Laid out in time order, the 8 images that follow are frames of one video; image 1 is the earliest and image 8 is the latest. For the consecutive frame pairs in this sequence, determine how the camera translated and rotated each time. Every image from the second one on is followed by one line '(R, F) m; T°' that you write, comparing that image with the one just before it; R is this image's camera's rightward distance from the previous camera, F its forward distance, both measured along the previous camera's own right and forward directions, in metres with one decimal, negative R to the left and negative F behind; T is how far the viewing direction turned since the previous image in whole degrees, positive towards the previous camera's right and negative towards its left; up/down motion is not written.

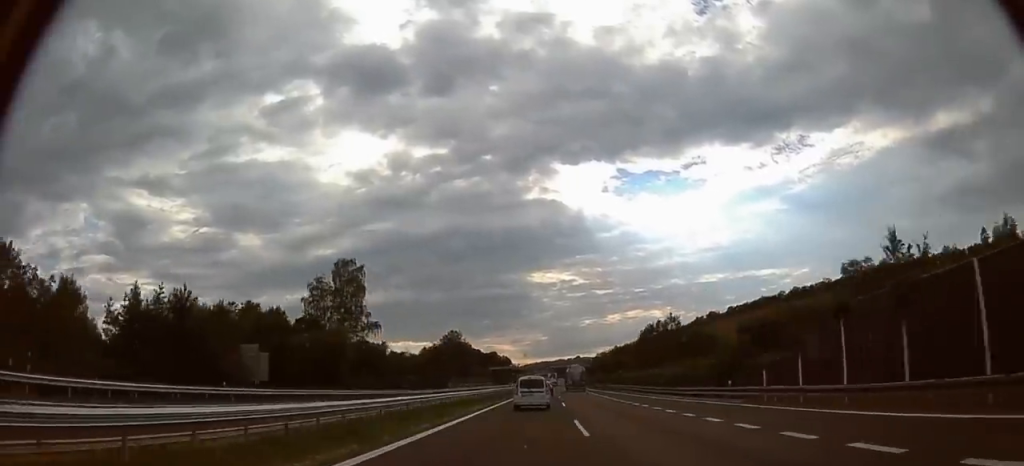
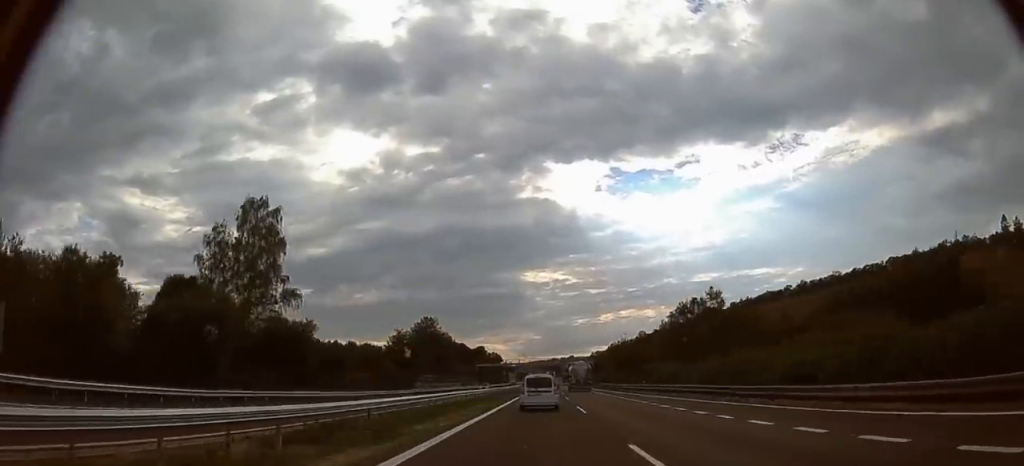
(+0.1, +26.3) m; +2°
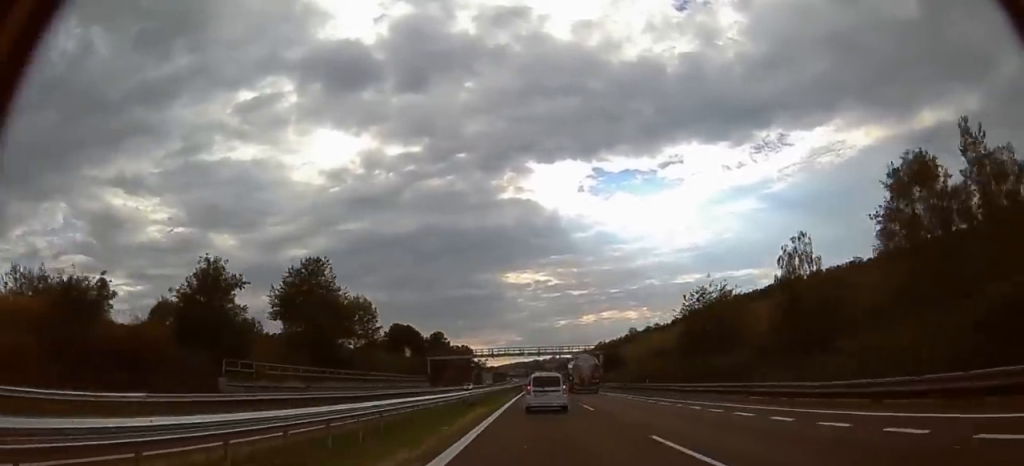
(+1.6, +46.9) m; +1°
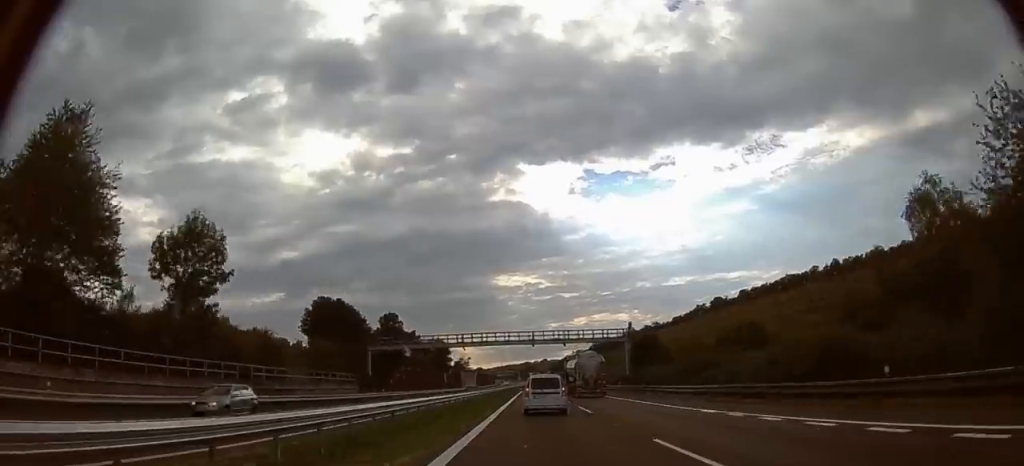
(-0.5, +29.0) m; -1°
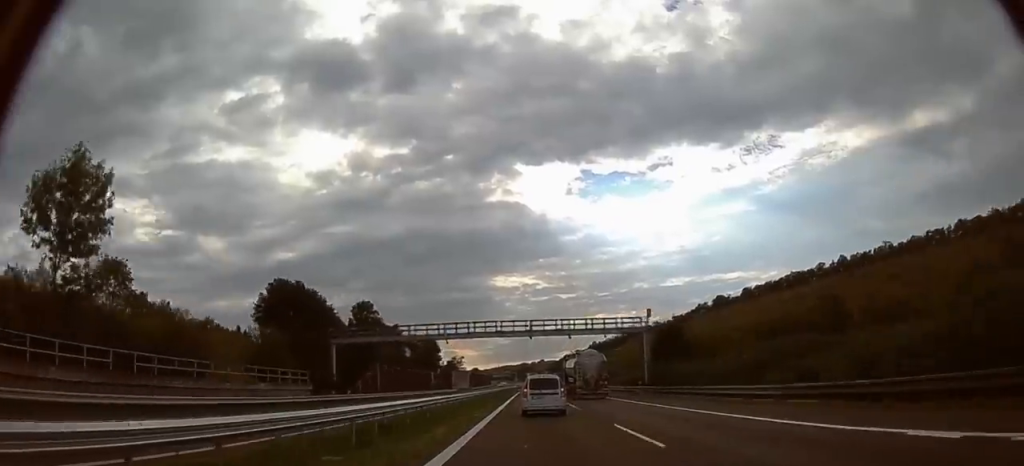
(0.0, +9.8) m; 0°
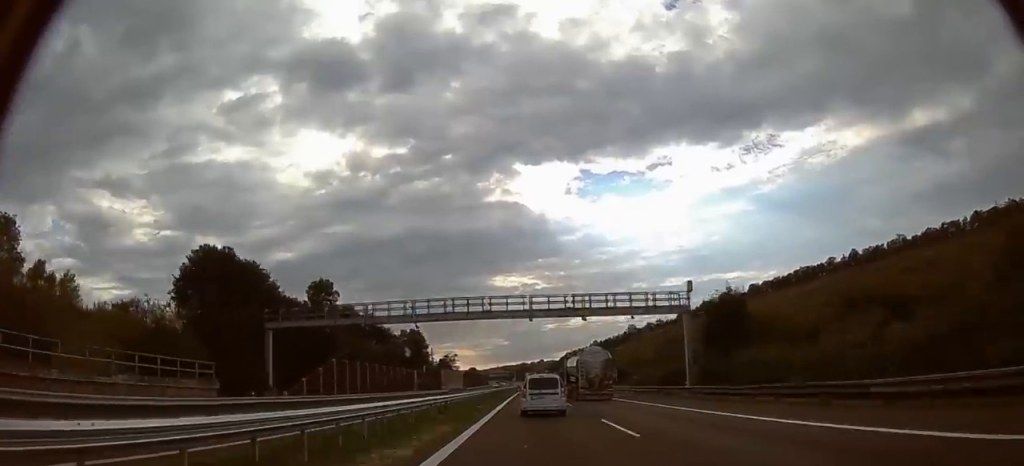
(-0.1, +12.1) m; 0°
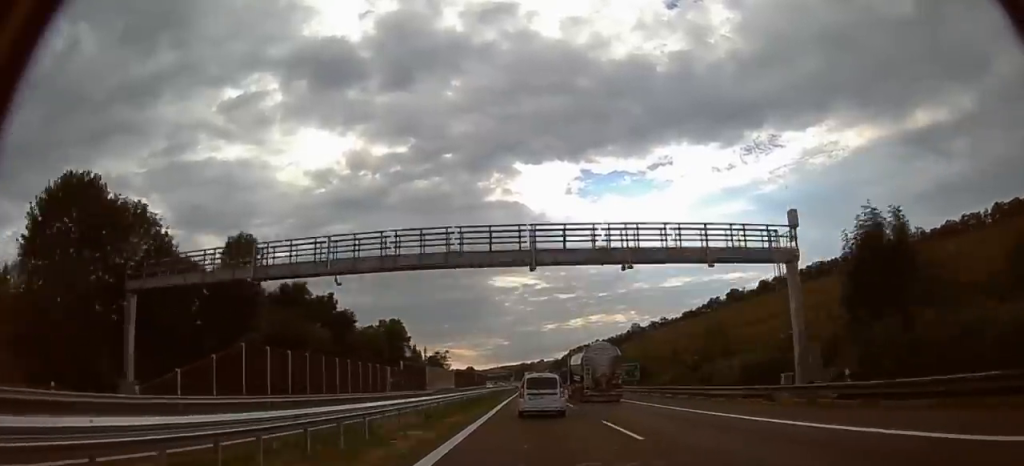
(+0.2, +16.3) m; 0°
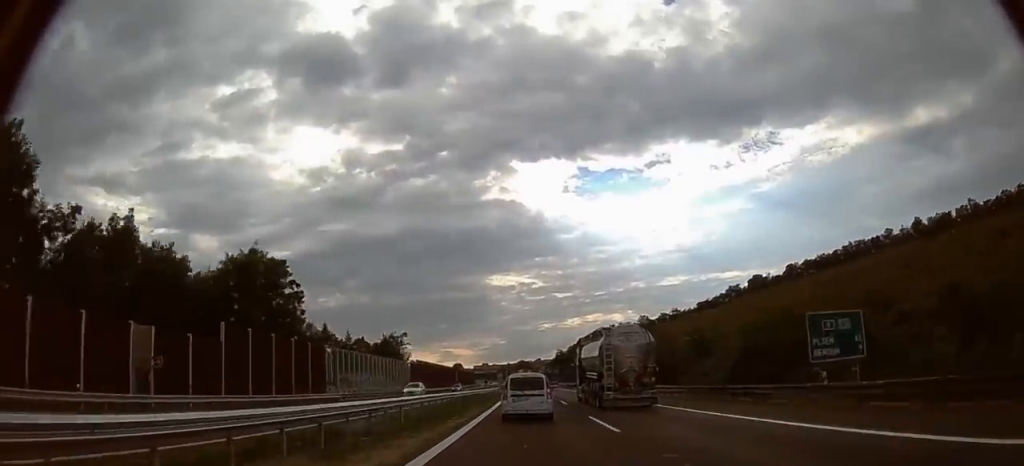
(+0.2, +49.8) m; 0°
